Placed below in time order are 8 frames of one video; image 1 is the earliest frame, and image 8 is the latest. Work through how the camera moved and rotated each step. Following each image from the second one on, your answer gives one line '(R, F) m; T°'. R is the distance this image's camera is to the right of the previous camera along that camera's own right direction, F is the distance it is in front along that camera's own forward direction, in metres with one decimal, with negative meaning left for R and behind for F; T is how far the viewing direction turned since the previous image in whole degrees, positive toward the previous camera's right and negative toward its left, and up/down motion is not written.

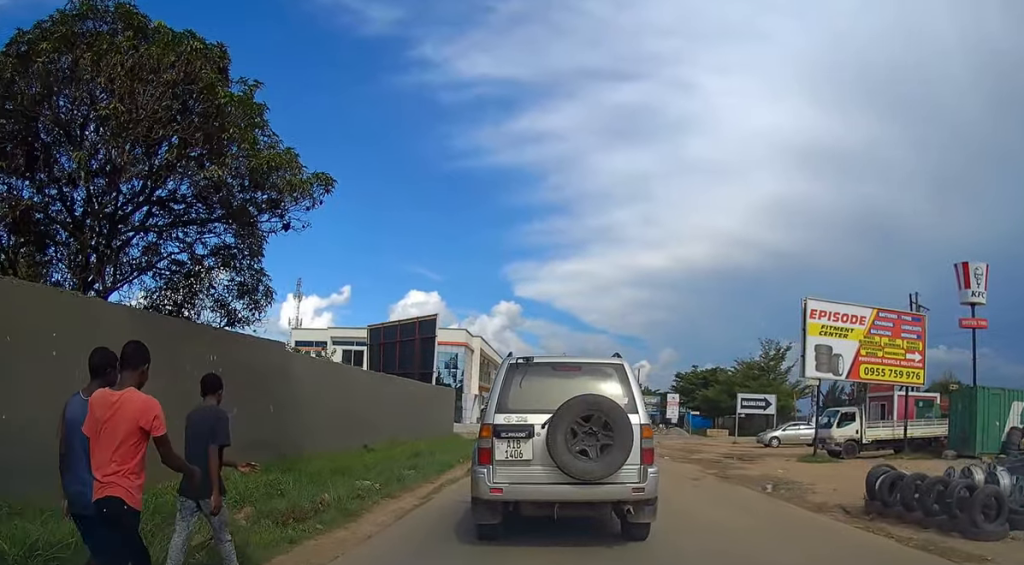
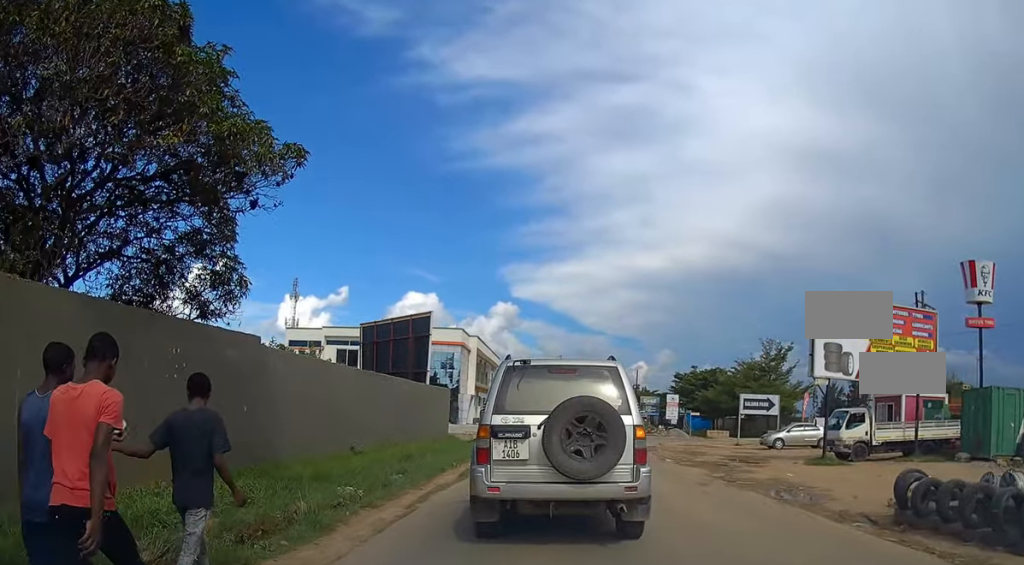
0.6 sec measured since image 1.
(0.0, +1.2) m; -1°
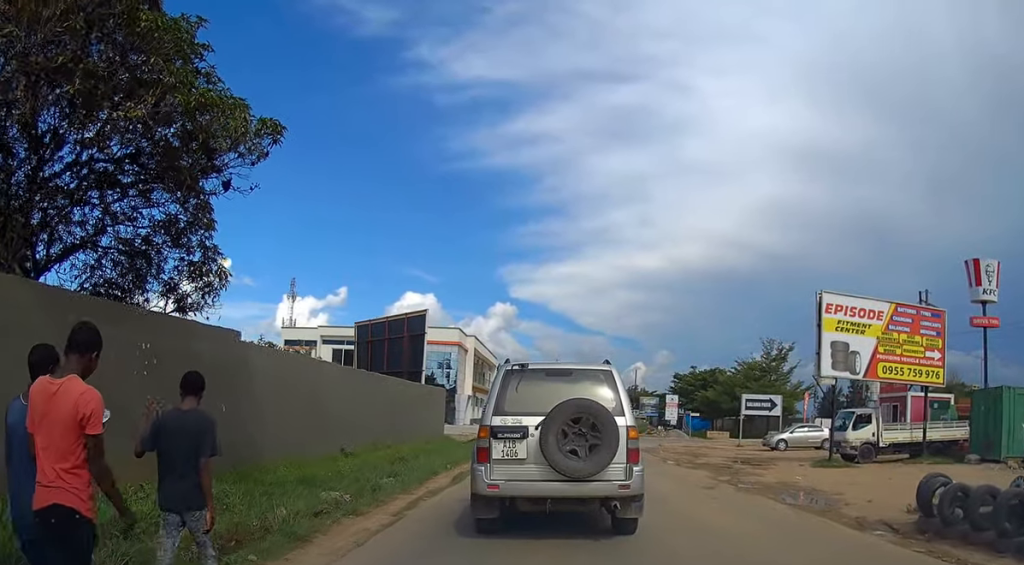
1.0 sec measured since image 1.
(0.0, +1.0) m; -1°
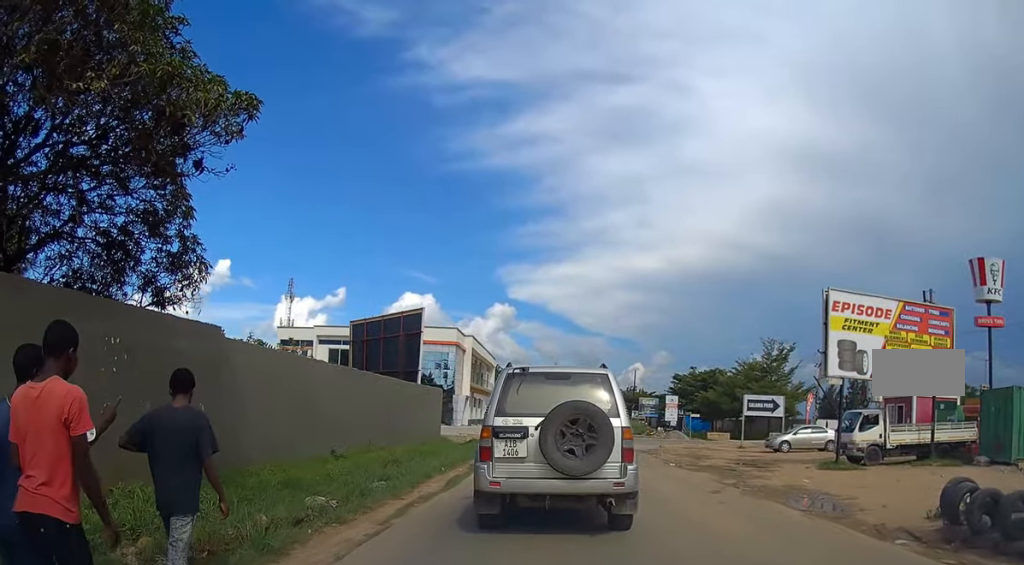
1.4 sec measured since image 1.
(0.0, +0.8) m; 0°
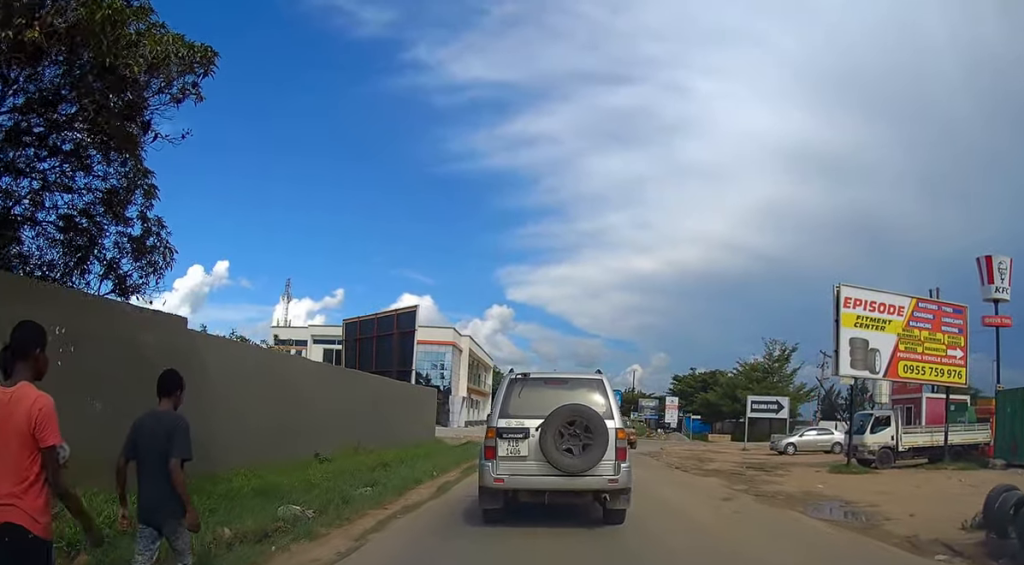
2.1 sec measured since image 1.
(0.0, +1.2) m; 0°
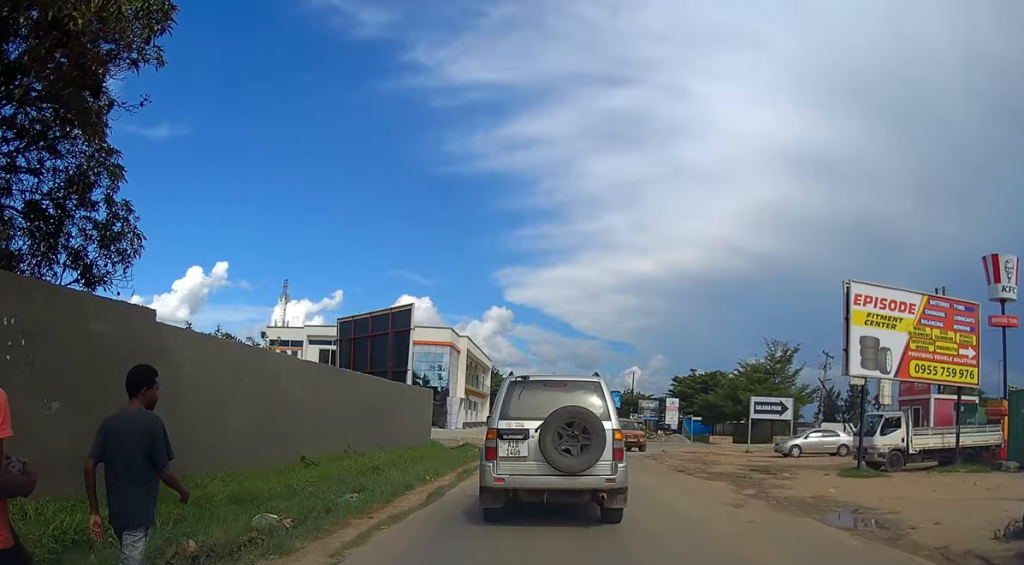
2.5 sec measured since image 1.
(0.0, +0.9) m; +2°
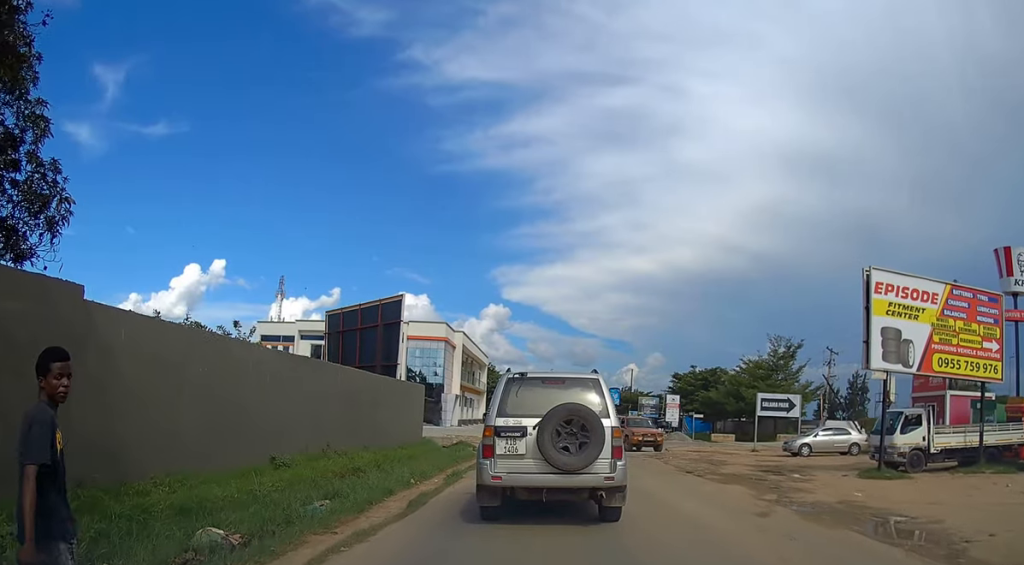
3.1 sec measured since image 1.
(0.0, +1.4) m; +2°
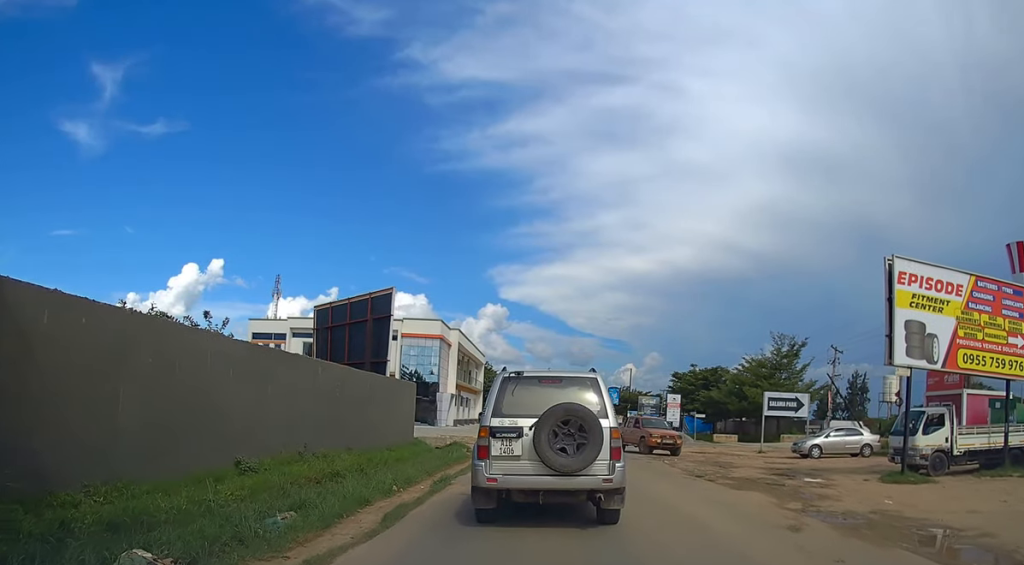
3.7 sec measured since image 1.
(+0.1, +1.5) m; 0°
